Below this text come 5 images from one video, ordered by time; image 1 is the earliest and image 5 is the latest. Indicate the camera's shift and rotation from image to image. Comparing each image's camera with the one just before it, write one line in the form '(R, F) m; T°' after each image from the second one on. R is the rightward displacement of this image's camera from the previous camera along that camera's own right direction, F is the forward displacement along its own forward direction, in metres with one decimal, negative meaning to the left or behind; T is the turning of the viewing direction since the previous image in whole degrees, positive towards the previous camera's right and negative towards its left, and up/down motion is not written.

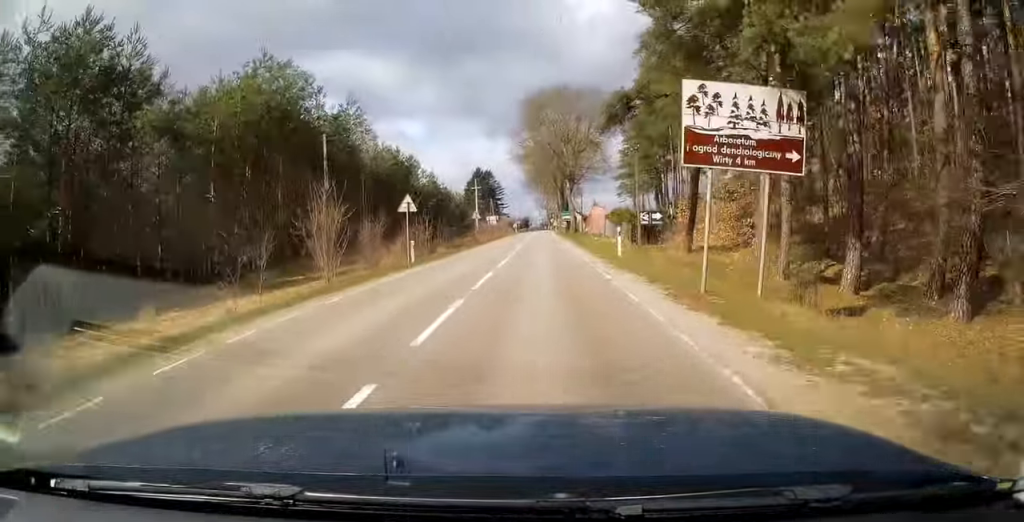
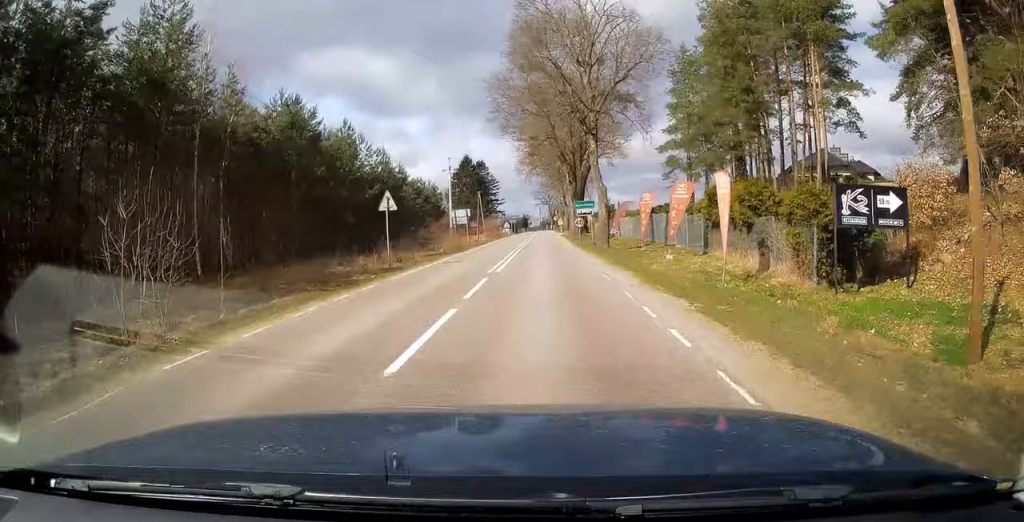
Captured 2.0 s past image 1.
(-0.6, +29.4) m; 0°
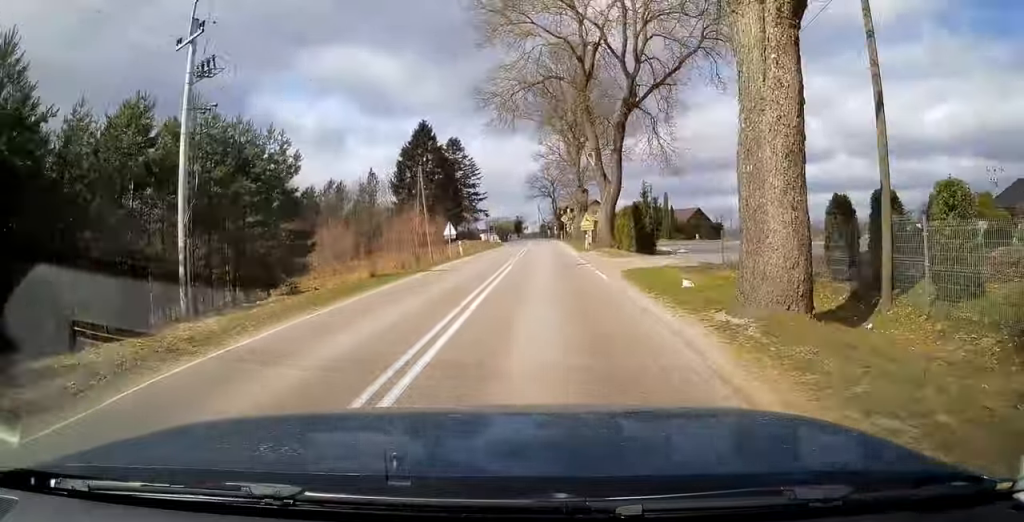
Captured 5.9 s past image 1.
(+0.1, +56.3) m; -1°
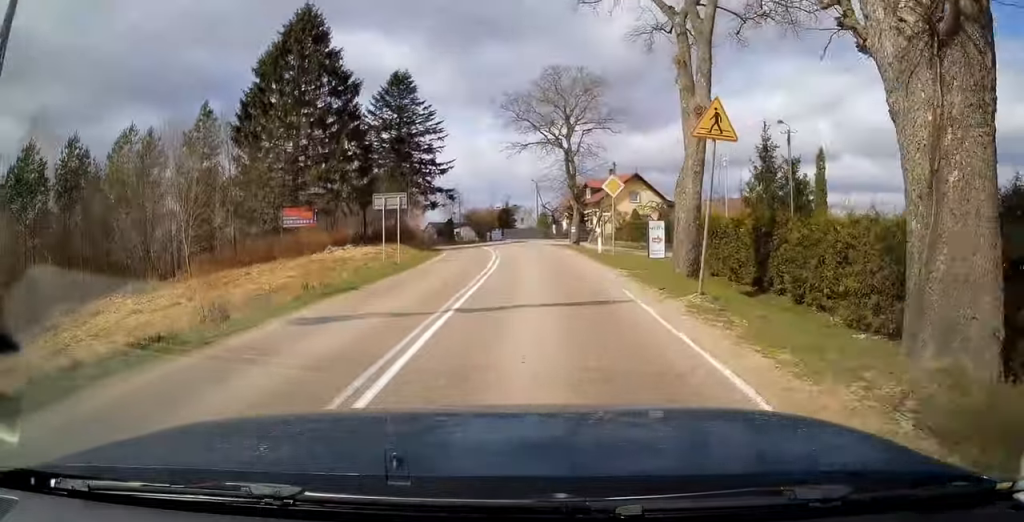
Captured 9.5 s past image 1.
(-1.2, +50.4) m; -3°
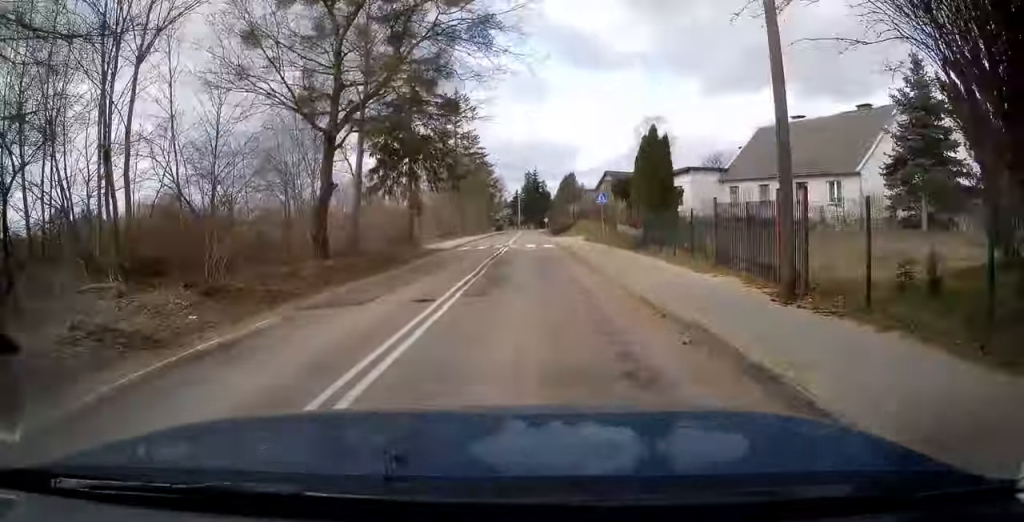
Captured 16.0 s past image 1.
(-12.1, +90.7) m; -15°
